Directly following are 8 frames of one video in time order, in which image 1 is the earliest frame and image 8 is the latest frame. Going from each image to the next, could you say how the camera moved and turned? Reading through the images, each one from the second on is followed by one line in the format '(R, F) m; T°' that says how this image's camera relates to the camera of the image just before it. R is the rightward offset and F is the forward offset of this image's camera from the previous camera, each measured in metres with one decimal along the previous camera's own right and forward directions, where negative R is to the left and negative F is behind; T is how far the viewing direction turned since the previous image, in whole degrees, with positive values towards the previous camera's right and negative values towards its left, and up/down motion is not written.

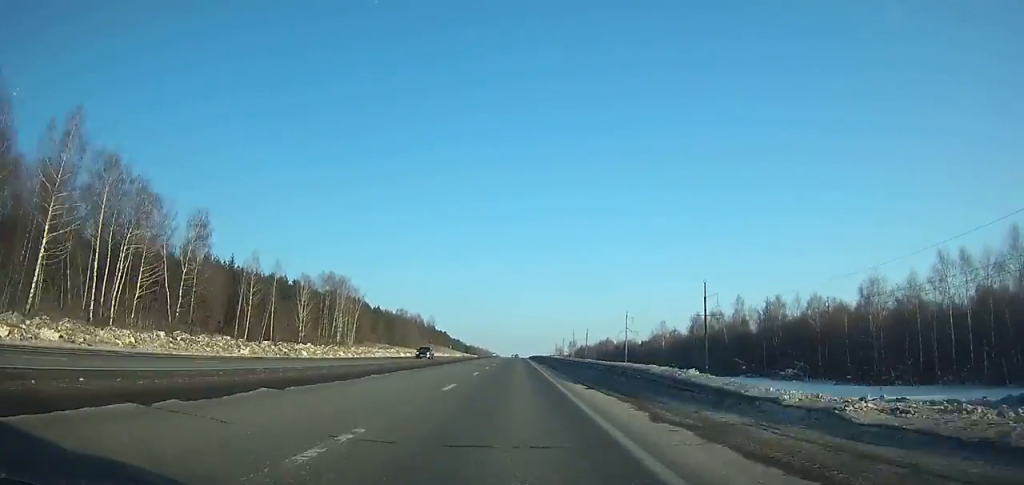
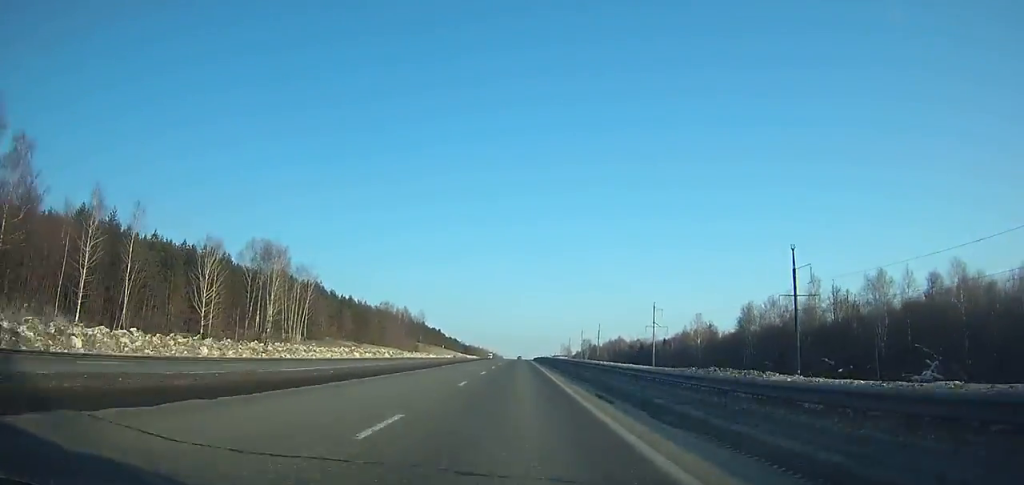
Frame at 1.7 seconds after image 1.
(-0.2, +45.8) m; 0°
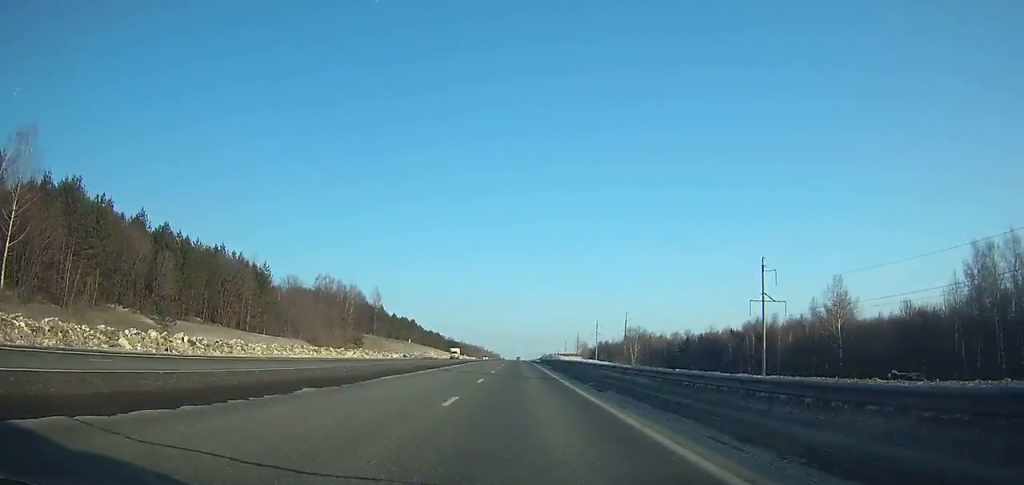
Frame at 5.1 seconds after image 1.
(0.0, +91.7) m; 0°
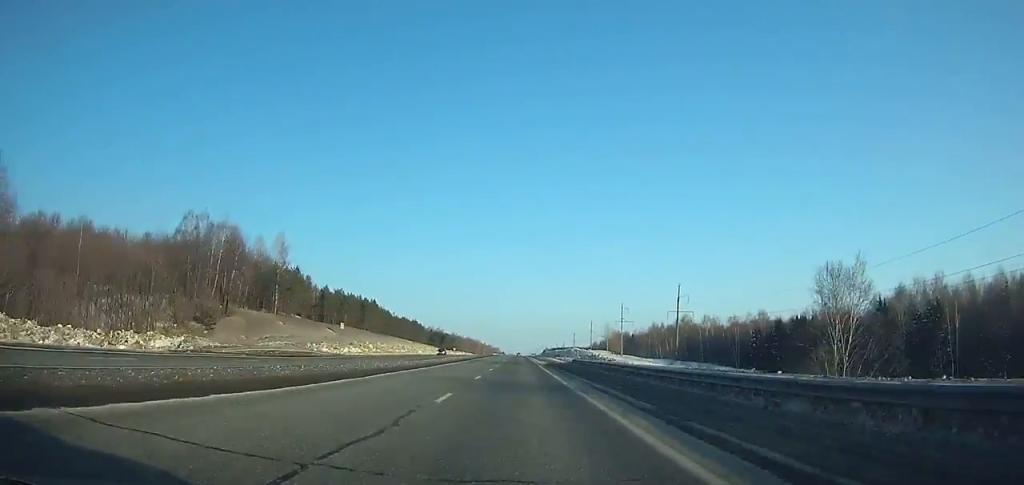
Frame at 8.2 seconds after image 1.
(+0.5, +83.7) m; 0°
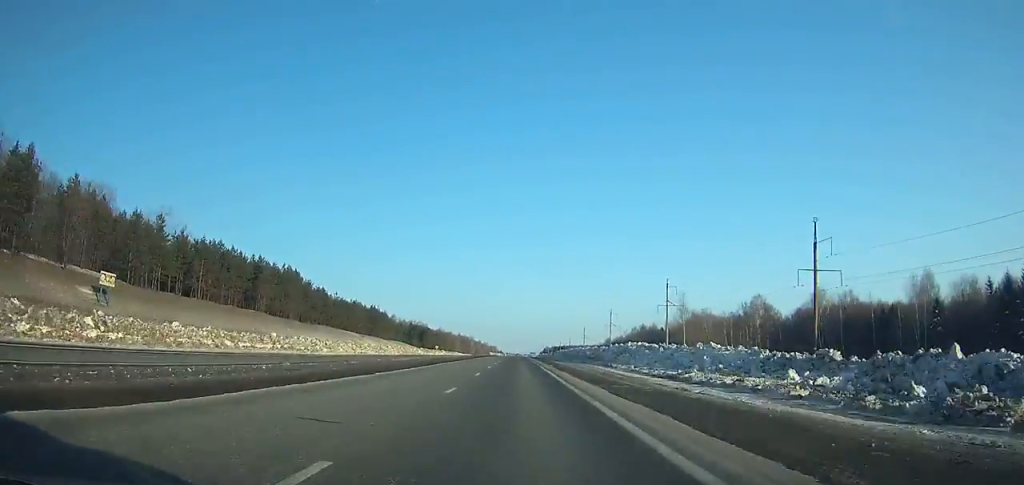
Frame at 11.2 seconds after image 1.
(0.0, +80.8) m; 0°
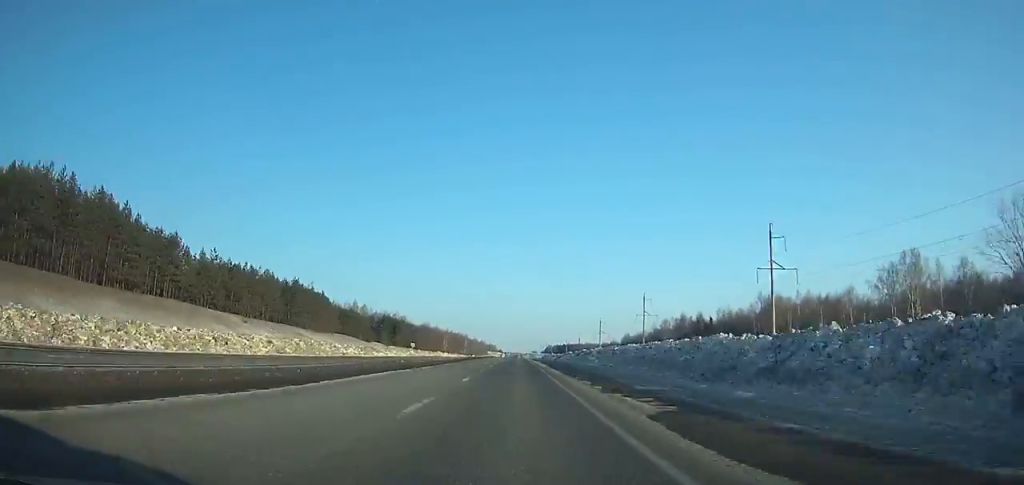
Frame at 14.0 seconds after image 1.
(-0.1, +75.1) m; 0°
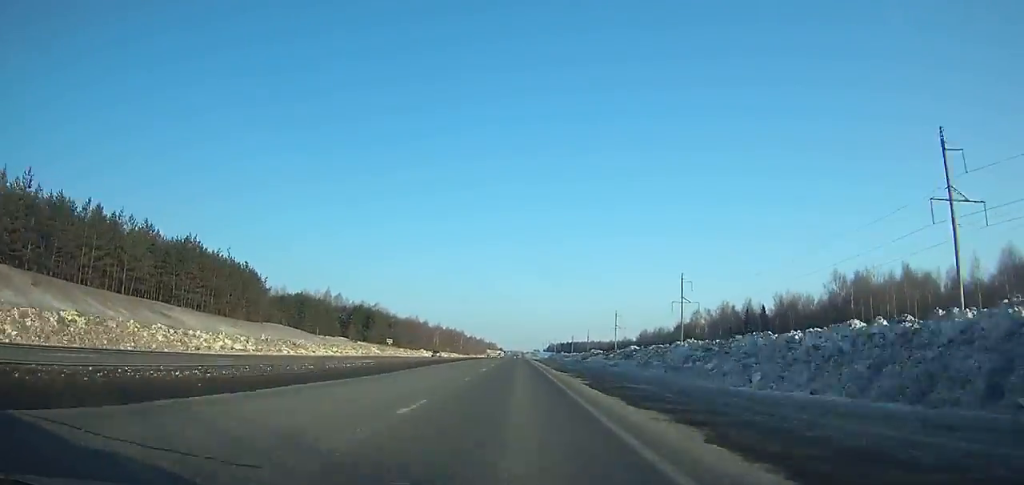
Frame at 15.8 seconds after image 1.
(-0.2, +47.8) m; 0°
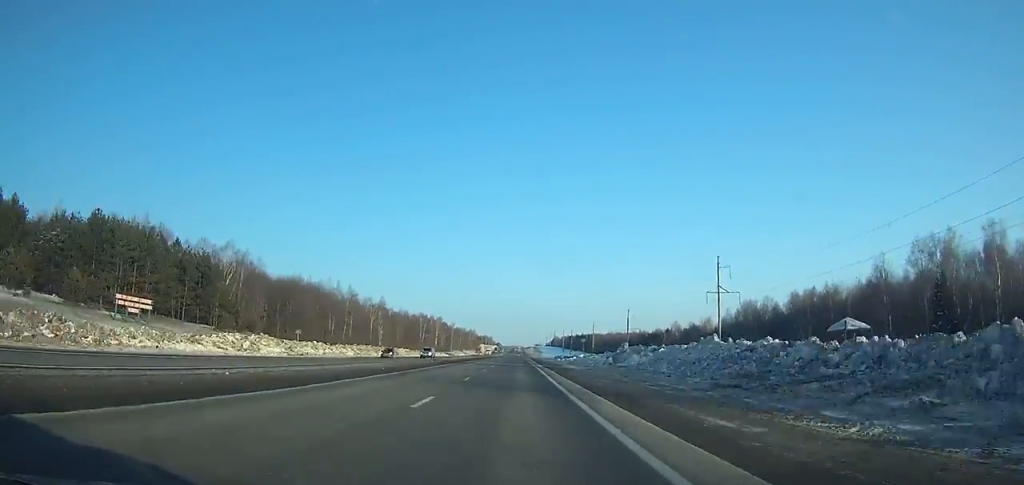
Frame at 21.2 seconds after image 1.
(0.0, +143.2) m; 0°
